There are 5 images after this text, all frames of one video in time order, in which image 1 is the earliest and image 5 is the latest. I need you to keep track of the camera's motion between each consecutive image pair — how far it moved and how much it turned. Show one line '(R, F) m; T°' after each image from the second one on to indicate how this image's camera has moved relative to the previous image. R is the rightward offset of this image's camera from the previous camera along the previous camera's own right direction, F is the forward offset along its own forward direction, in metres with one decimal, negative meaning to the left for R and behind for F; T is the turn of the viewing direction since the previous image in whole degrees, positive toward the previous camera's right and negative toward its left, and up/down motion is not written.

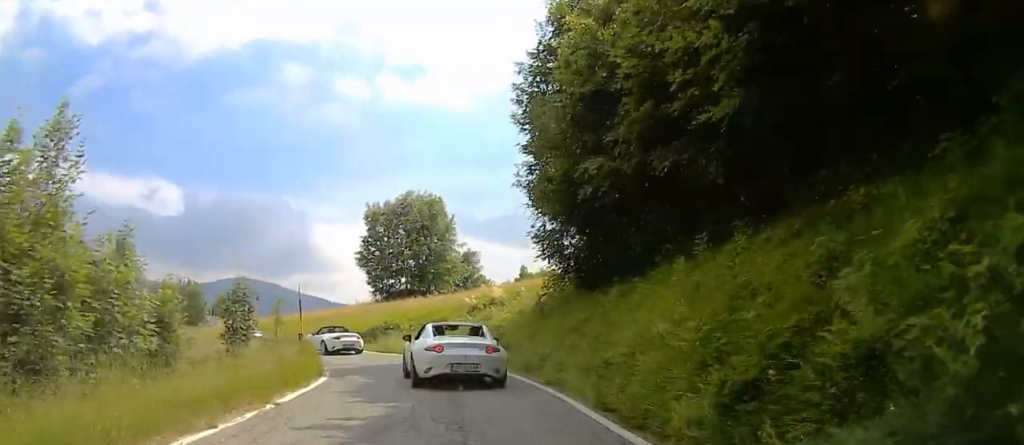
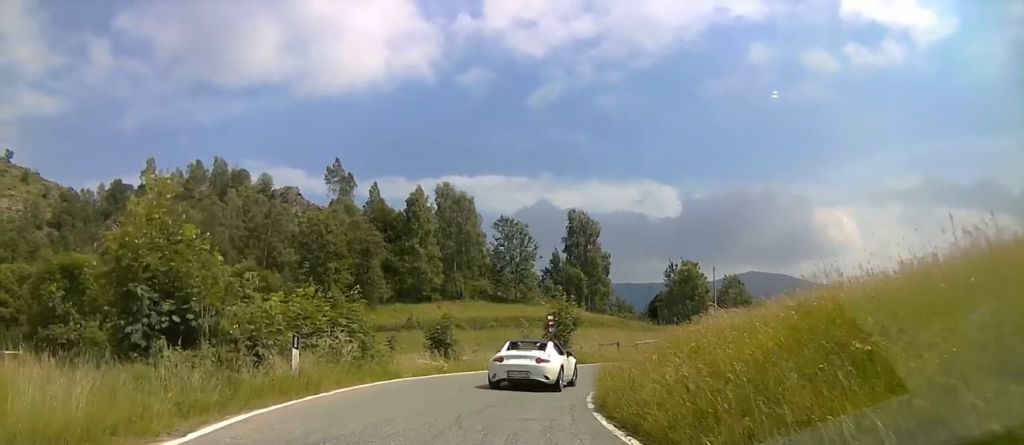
(-10.2, +43.9) m; -51°
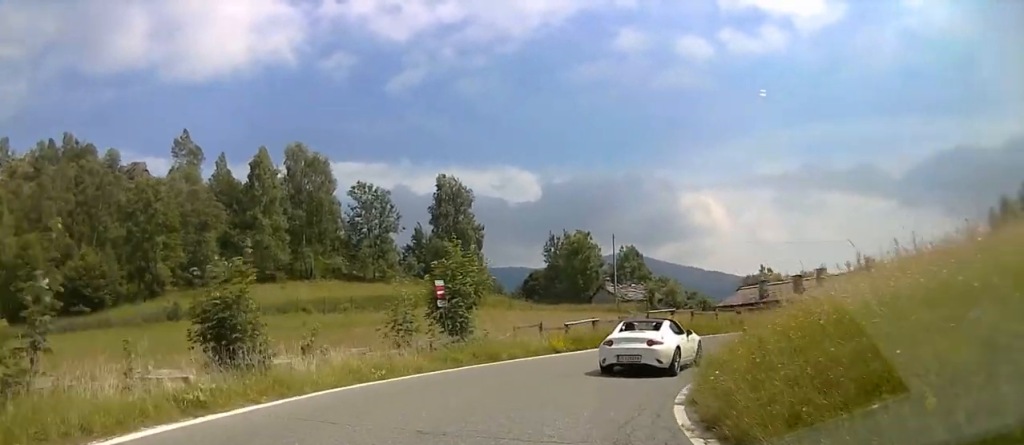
(+0.4, +14.2) m; +8°
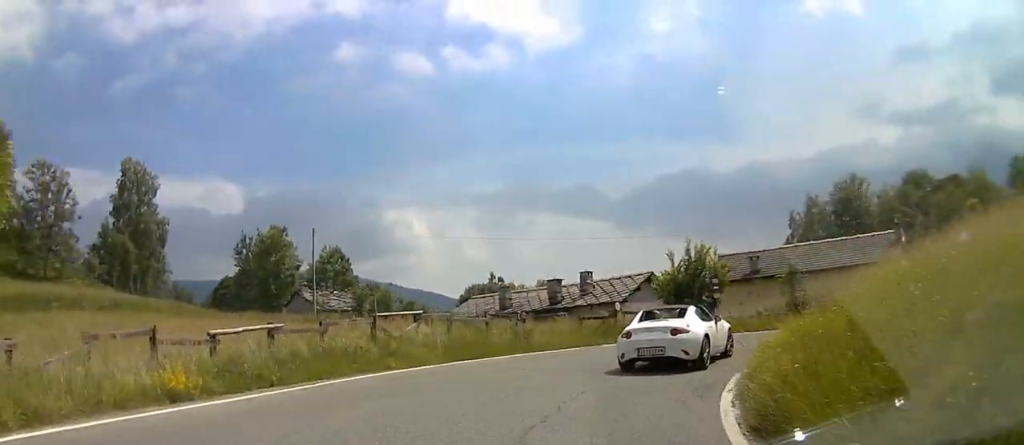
(+2.1, +11.6) m; +31°
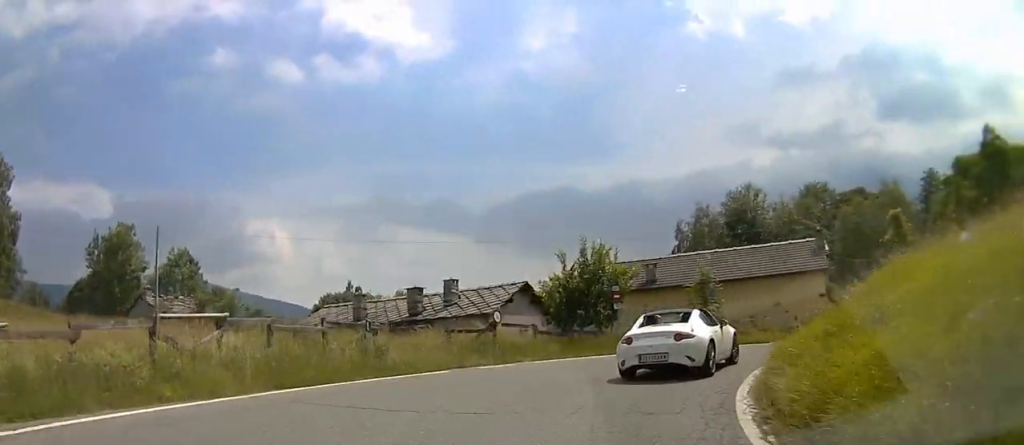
(+1.5, +4.8) m; +14°
